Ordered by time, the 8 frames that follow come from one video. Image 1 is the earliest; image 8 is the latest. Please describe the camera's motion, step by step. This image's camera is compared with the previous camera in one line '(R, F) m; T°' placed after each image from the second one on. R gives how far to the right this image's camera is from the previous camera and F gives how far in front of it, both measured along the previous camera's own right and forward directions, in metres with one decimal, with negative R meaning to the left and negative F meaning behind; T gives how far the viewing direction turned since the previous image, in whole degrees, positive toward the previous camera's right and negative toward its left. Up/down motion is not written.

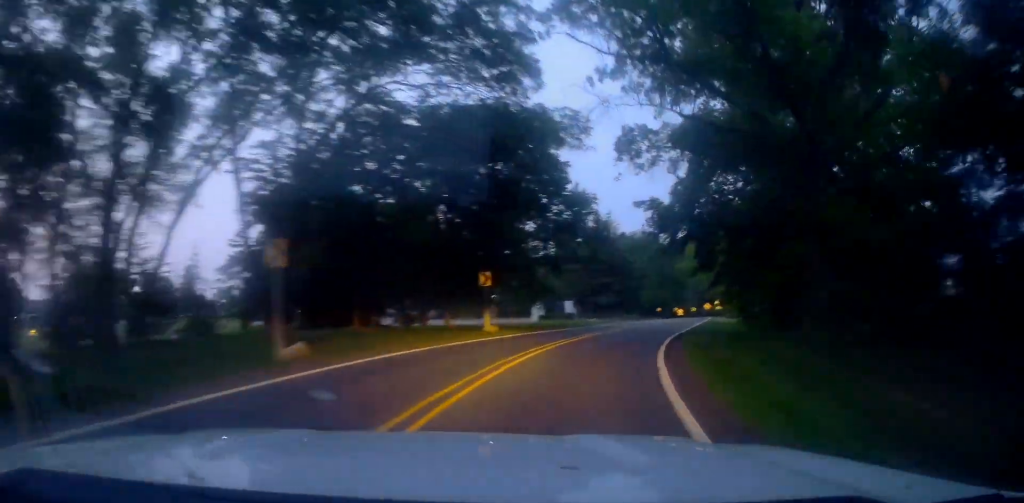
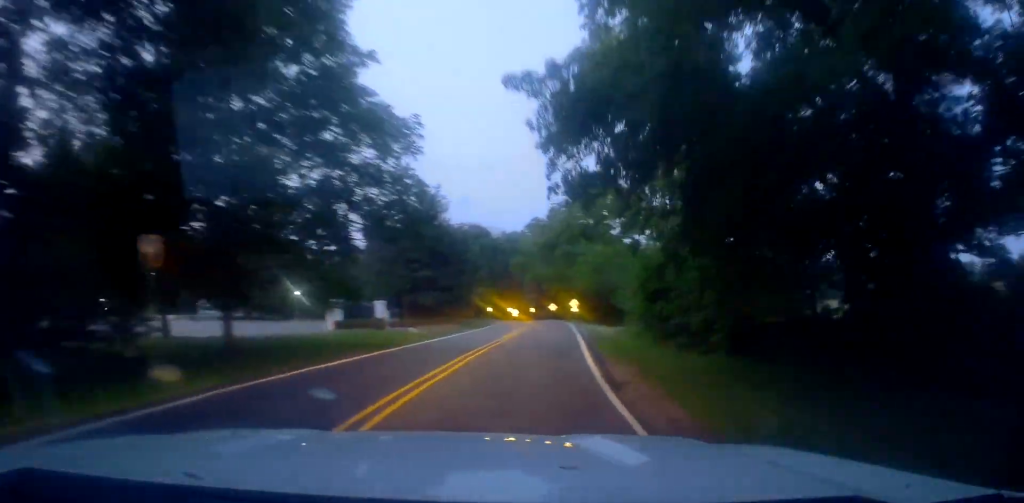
(+1.8, +16.8) m; +13°
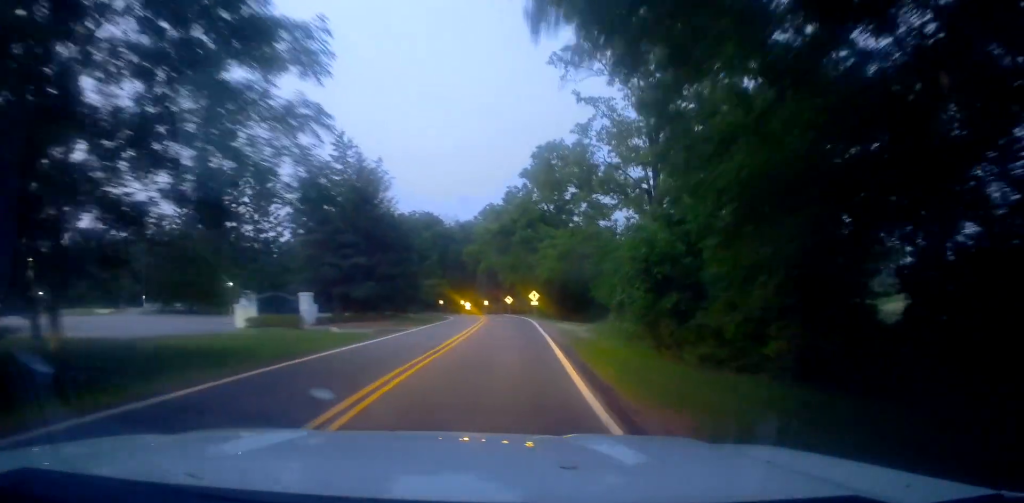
(+0.2, +7.6) m; +7°
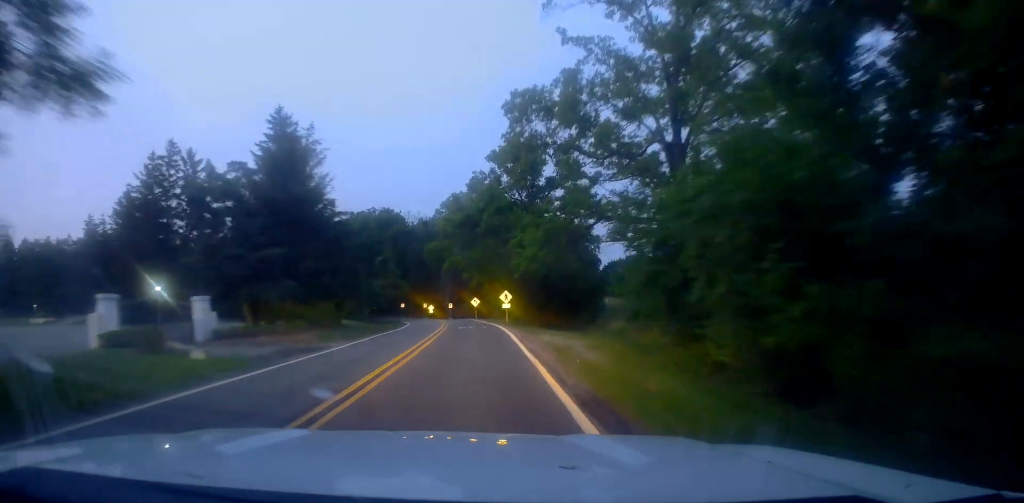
(+1.1, +10.3) m; +10°
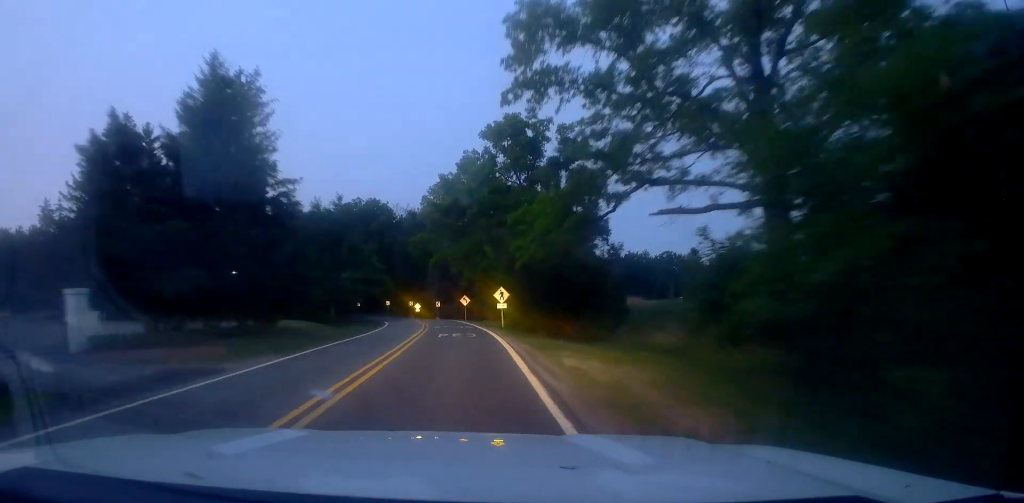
(+0.6, +8.7) m; +7°
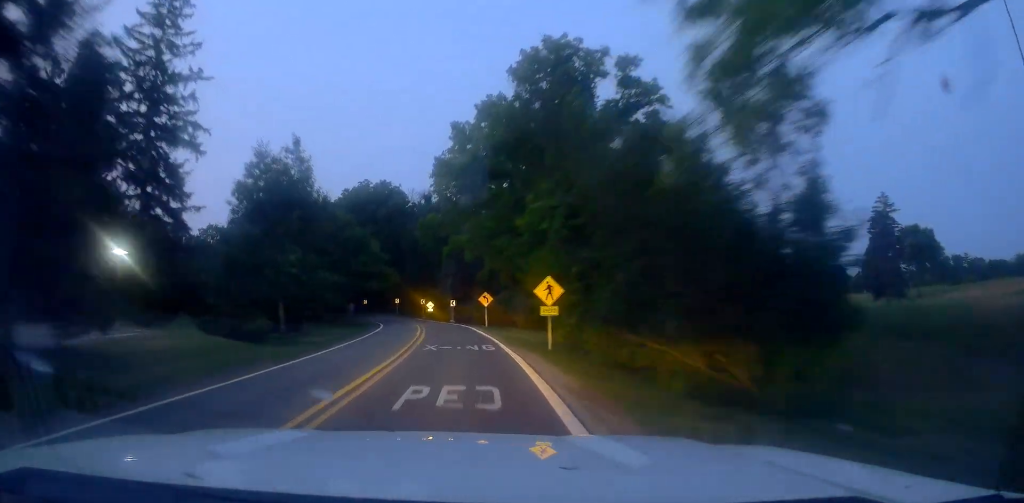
(+1.9, +15.9) m; +12°
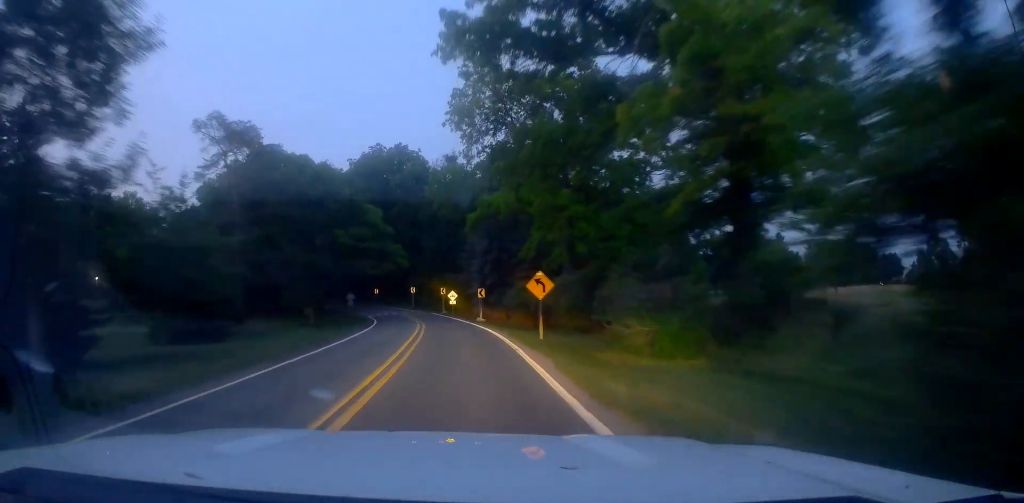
(-0.4, +21.4) m; -4°
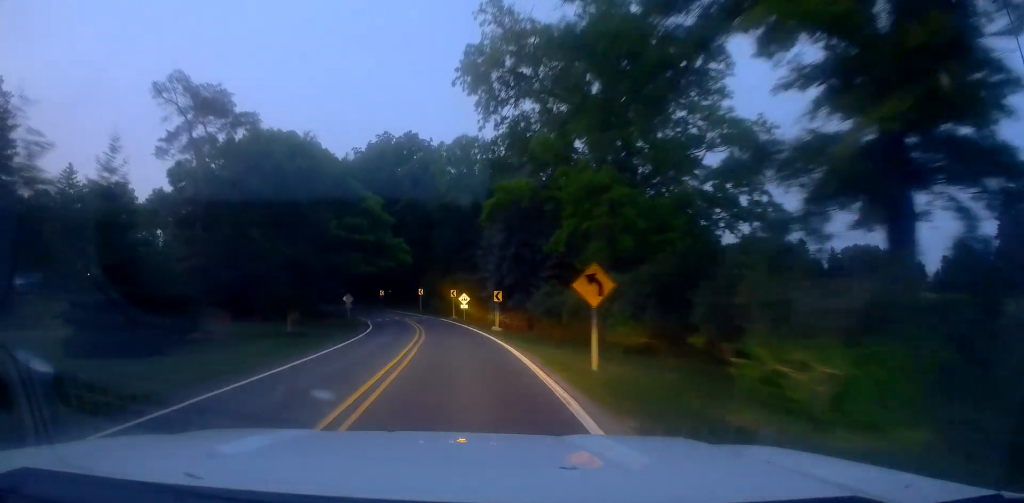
(0.0, +8.2) m; -1°
